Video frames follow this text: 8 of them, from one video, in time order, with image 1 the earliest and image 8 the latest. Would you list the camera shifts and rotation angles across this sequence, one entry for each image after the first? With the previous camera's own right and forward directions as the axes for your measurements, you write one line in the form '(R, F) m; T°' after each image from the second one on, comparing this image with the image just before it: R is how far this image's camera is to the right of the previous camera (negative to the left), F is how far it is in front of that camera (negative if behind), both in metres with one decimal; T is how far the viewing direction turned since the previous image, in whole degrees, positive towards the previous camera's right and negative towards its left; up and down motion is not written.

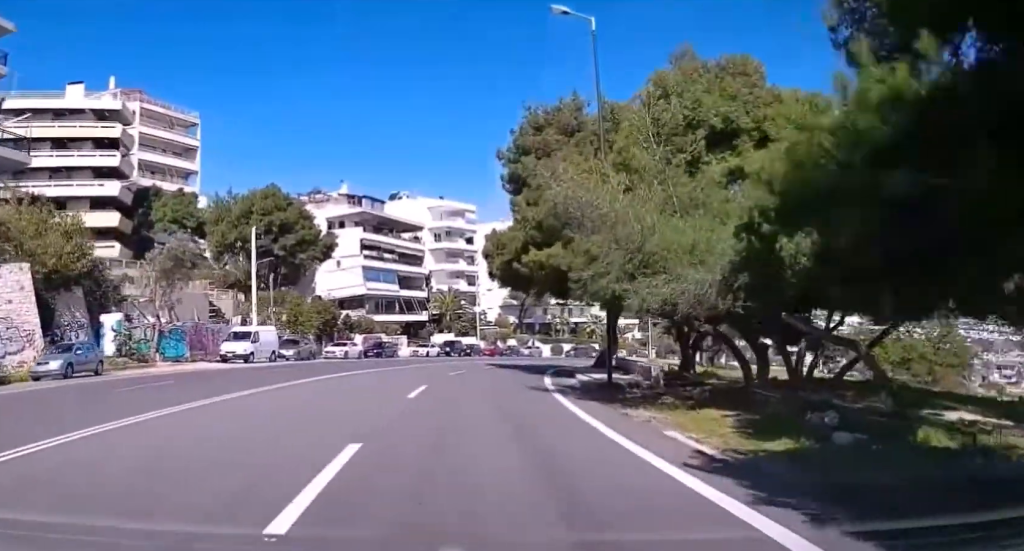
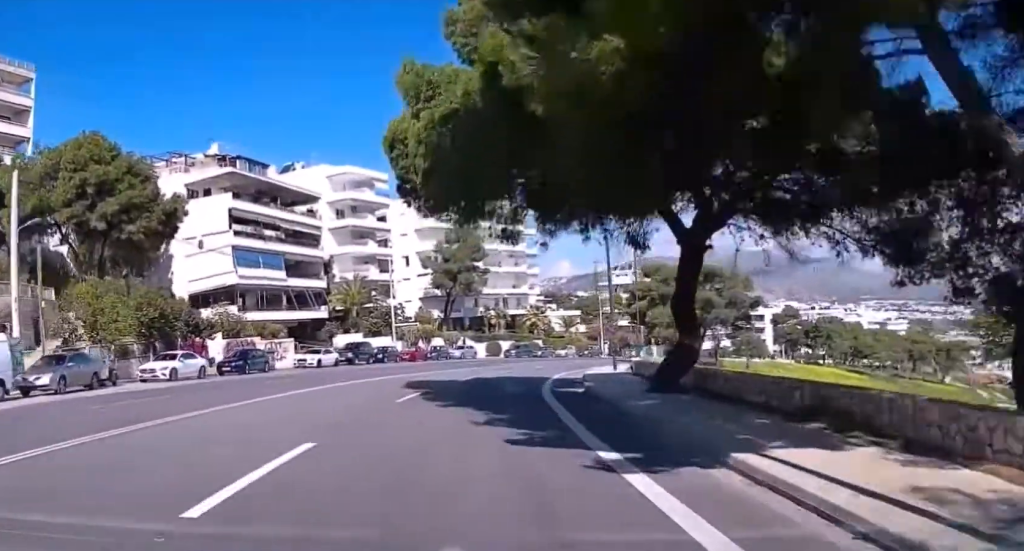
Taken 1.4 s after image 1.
(+1.1, +23.0) m; +6°
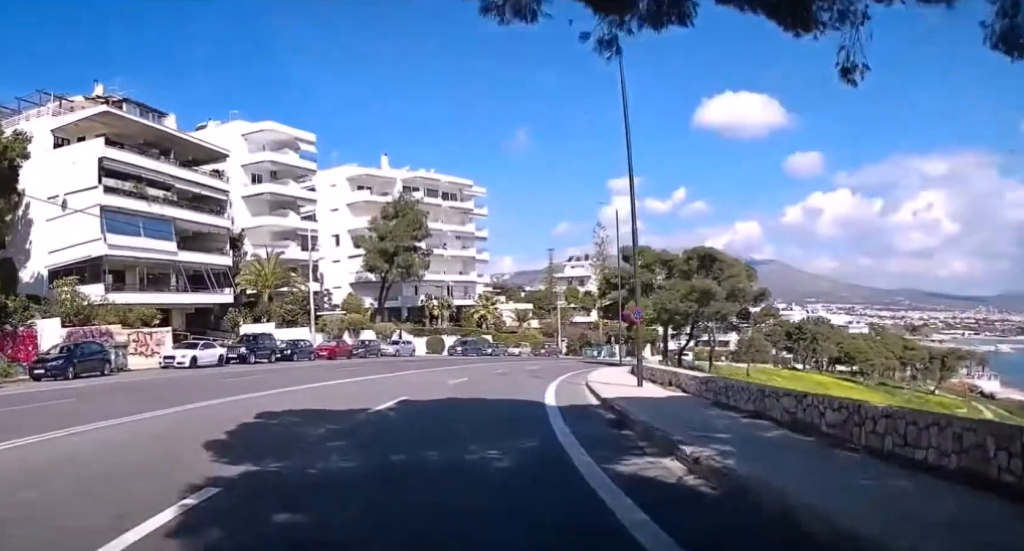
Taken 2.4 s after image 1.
(+0.4, +14.7) m; +5°
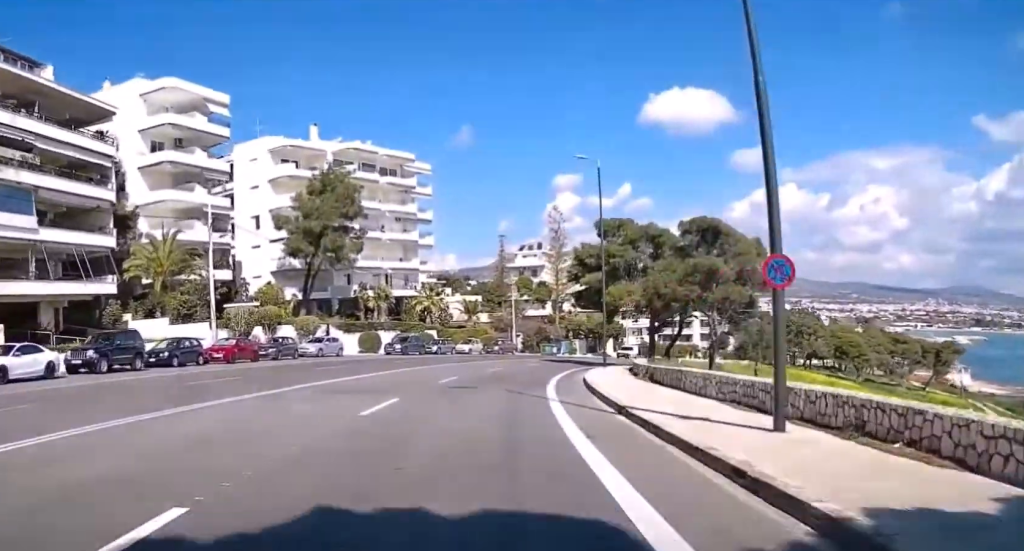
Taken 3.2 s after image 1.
(+0.6, +12.8) m; +5°
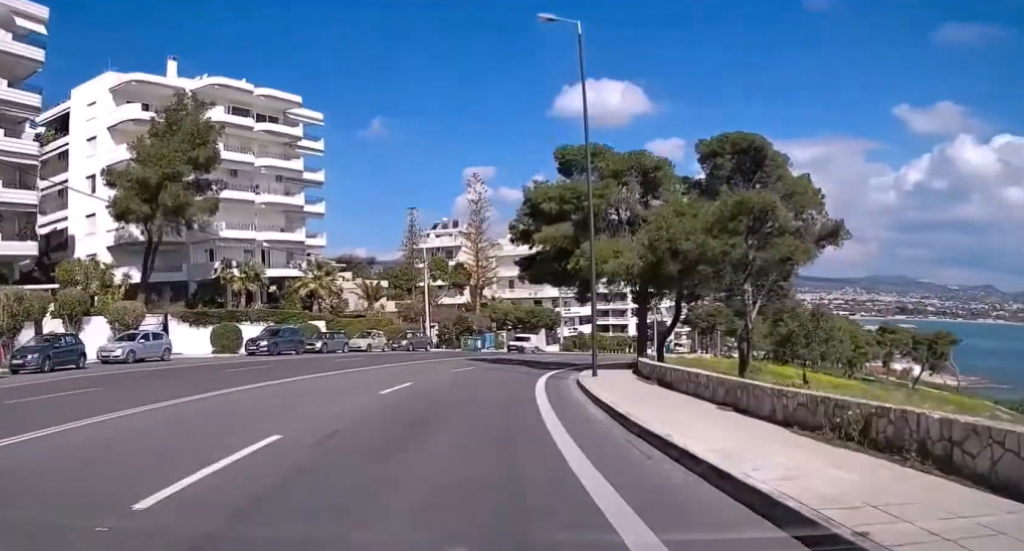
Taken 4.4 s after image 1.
(+1.2, +19.4) m; +8°
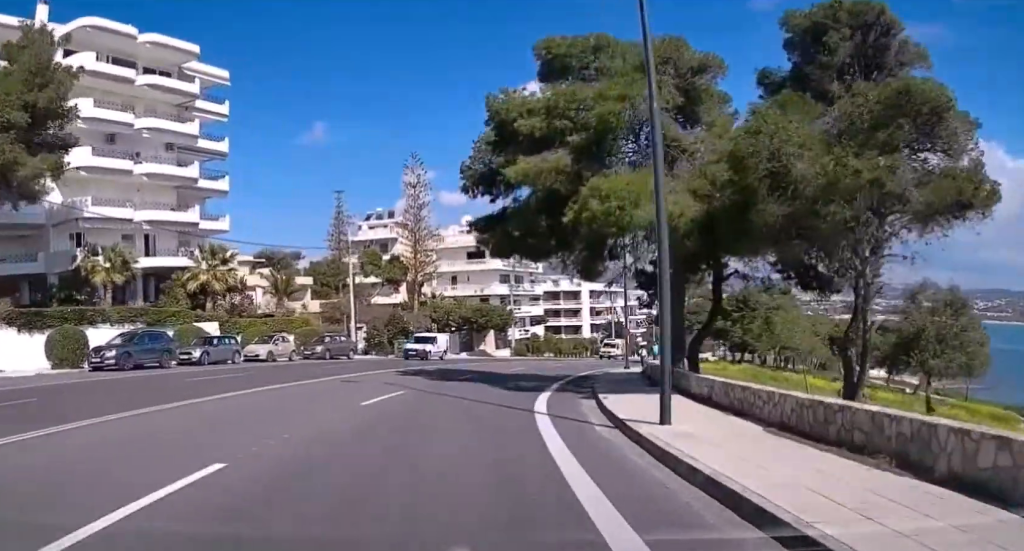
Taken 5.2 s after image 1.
(+0.8, +14.2) m; +6°
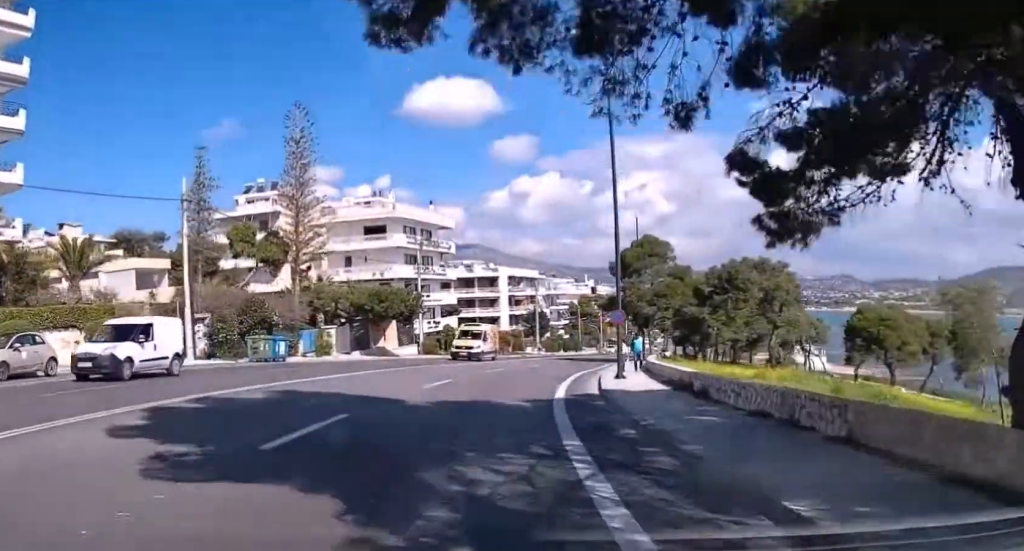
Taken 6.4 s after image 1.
(+1.2, +18.6) m; +7°
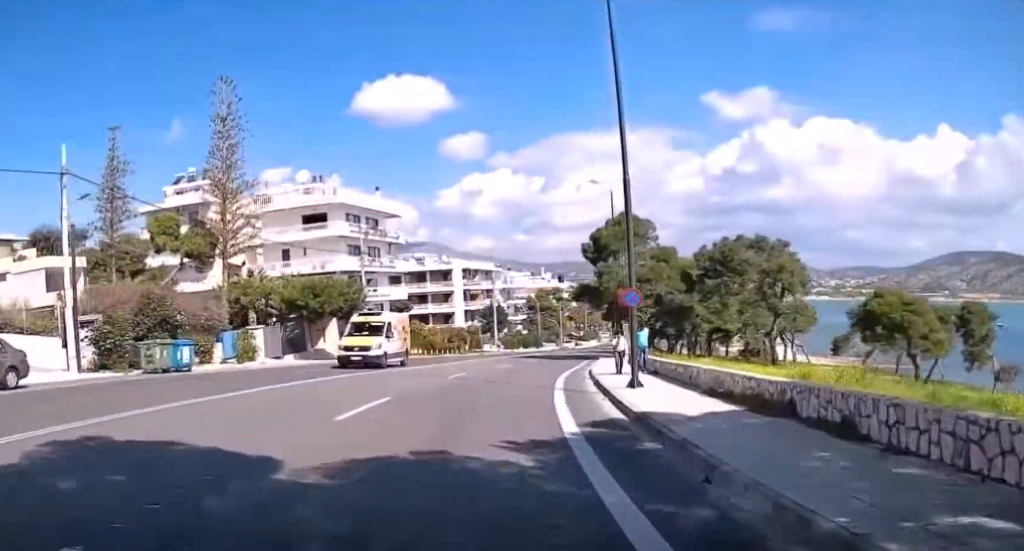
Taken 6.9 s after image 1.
(+0.3, +8.3) m; +3°
